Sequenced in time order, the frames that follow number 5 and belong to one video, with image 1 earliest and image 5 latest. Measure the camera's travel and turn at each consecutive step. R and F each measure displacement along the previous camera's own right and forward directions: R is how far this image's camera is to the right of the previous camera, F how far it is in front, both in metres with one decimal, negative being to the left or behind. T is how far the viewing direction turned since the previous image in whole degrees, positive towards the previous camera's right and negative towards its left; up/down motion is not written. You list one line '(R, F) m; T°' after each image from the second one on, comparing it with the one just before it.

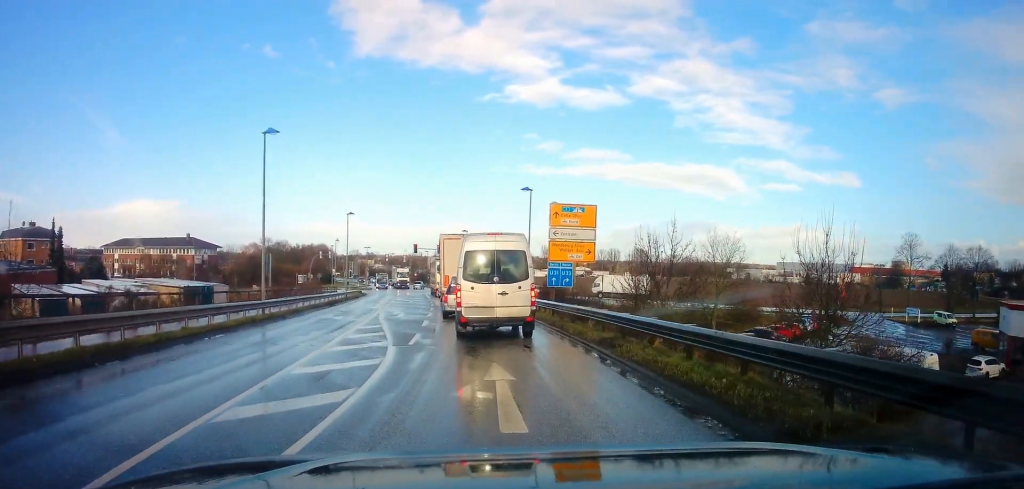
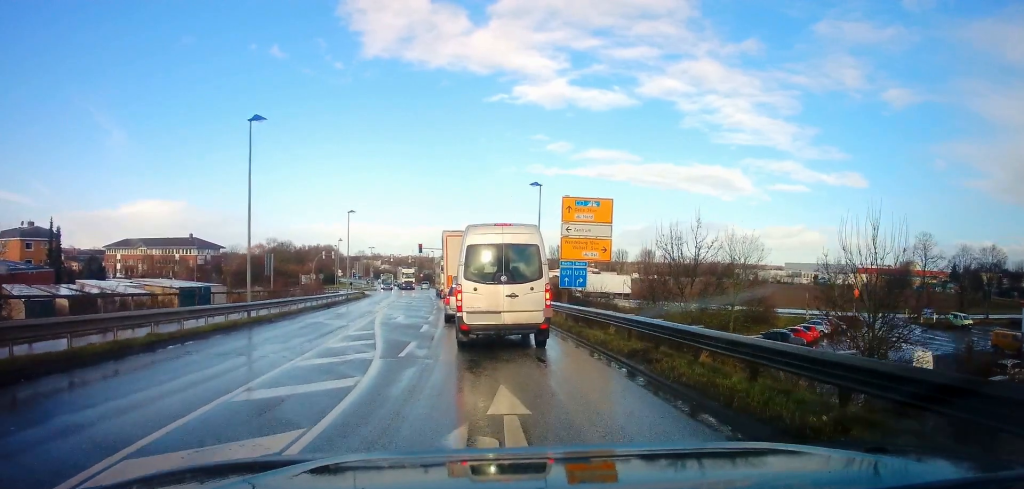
(0.0, +2.1) m; +1°
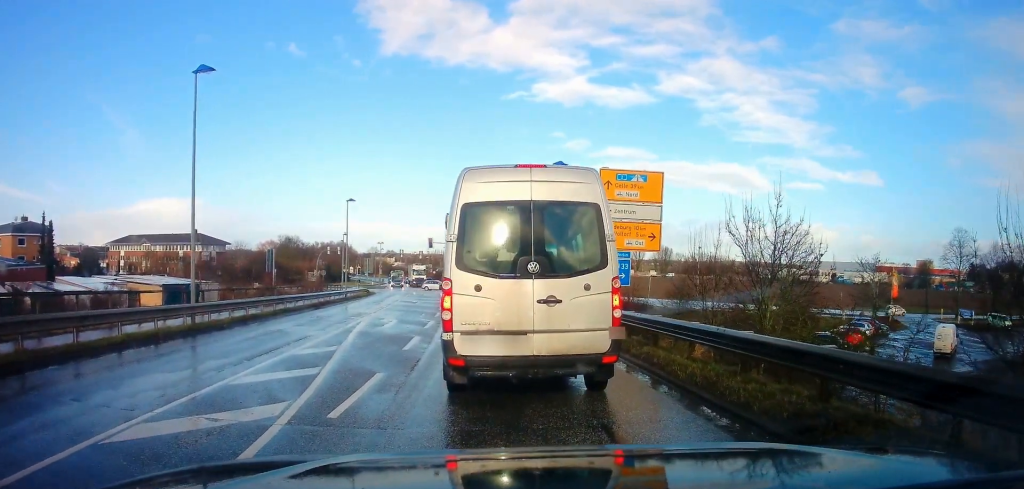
(-0.1, +4.9) m; 0°
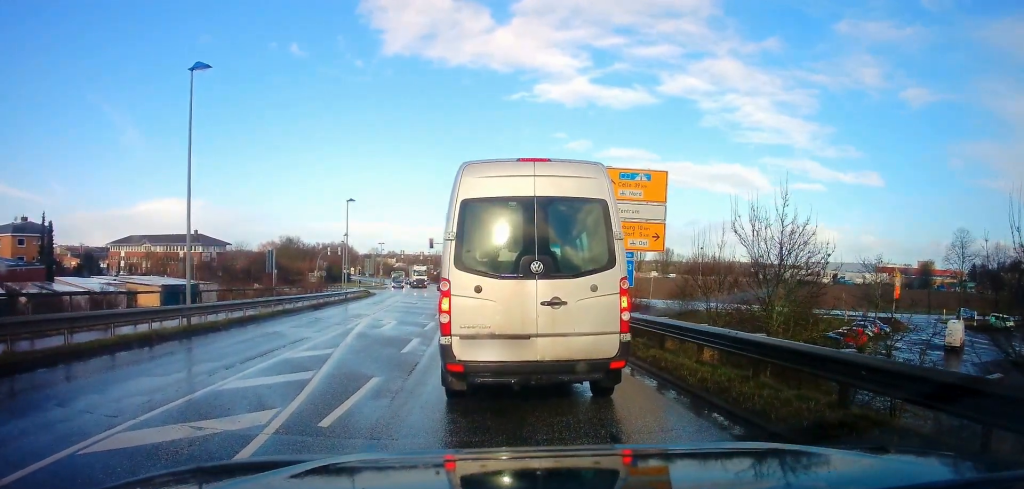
(0.0, +0.2) m; 0°
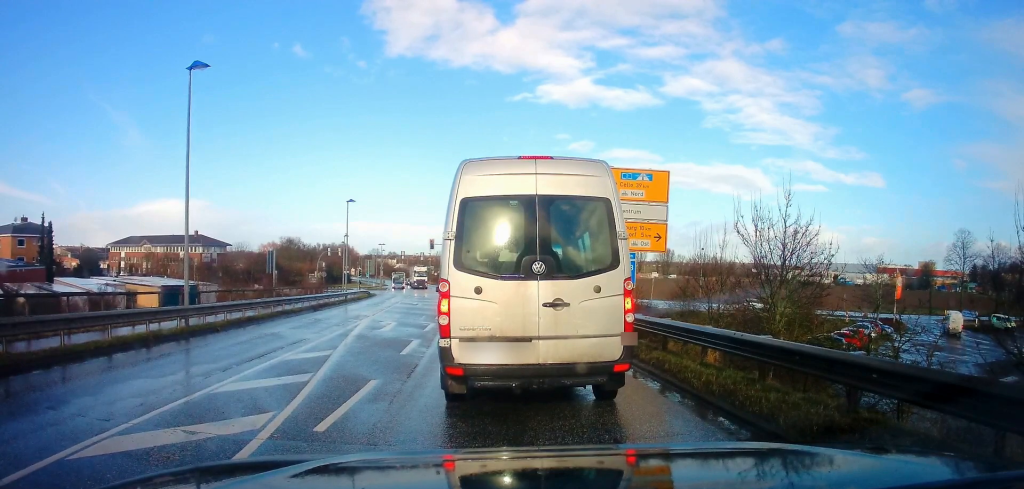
(0.0, 0.0) m; 0°
